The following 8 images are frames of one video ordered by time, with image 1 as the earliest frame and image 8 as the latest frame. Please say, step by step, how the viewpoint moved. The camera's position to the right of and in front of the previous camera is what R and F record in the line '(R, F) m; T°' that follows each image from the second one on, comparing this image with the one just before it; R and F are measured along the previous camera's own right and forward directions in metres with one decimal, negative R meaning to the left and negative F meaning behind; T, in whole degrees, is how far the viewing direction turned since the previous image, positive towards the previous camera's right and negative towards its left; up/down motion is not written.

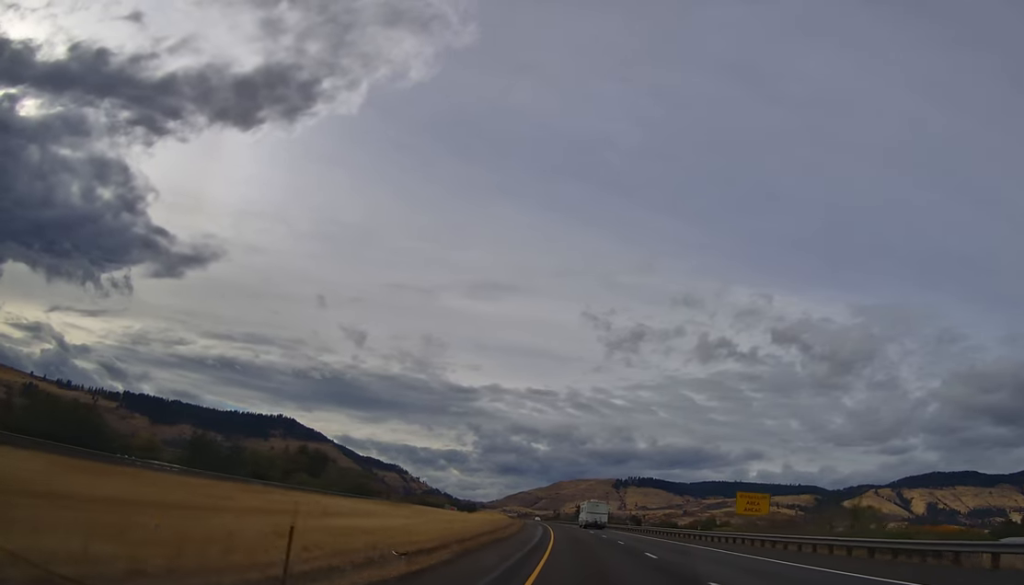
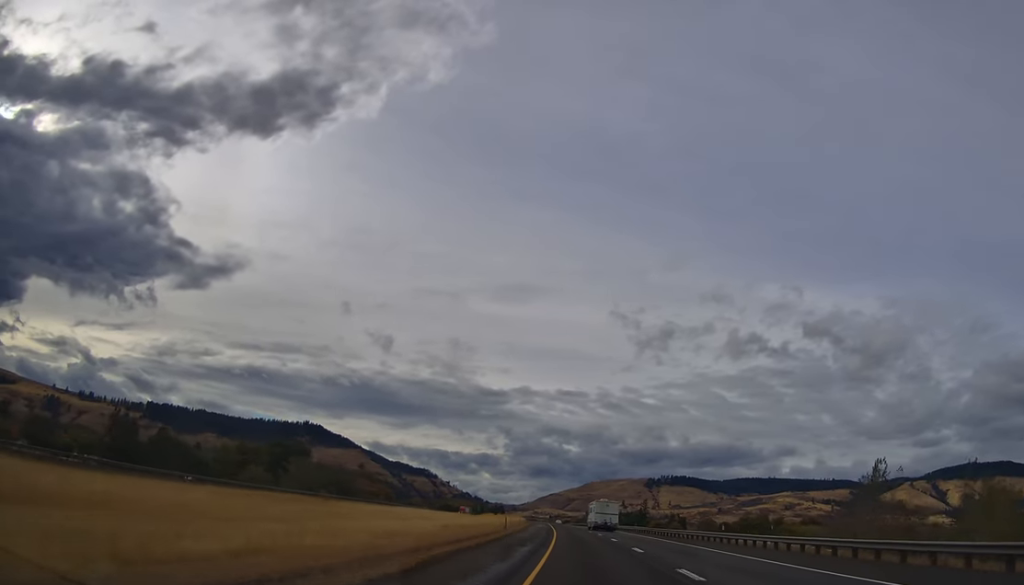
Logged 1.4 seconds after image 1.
(-1.0, +44.3) m; -3°
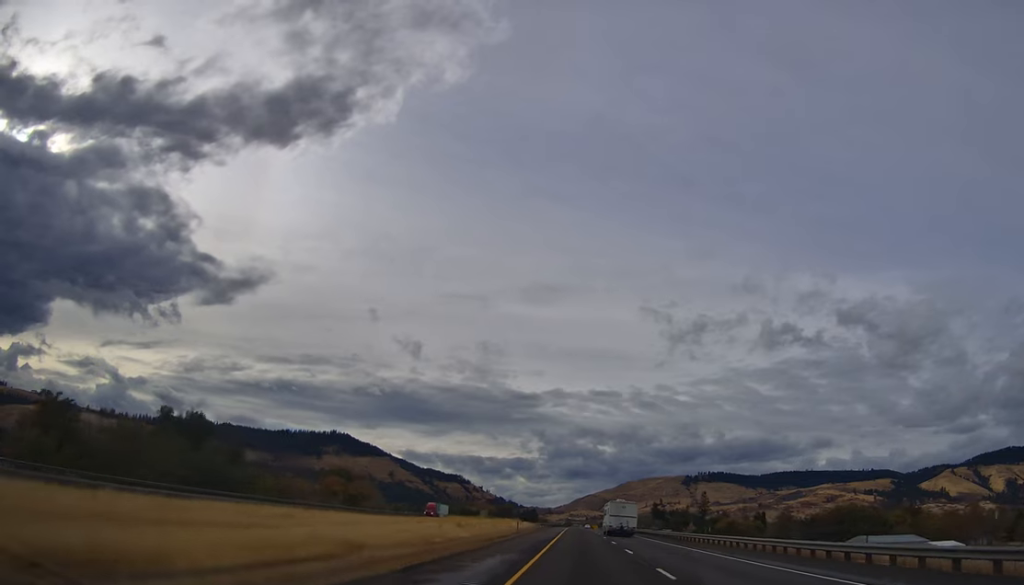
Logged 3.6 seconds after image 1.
(-2.3, +71.5) m; -4°
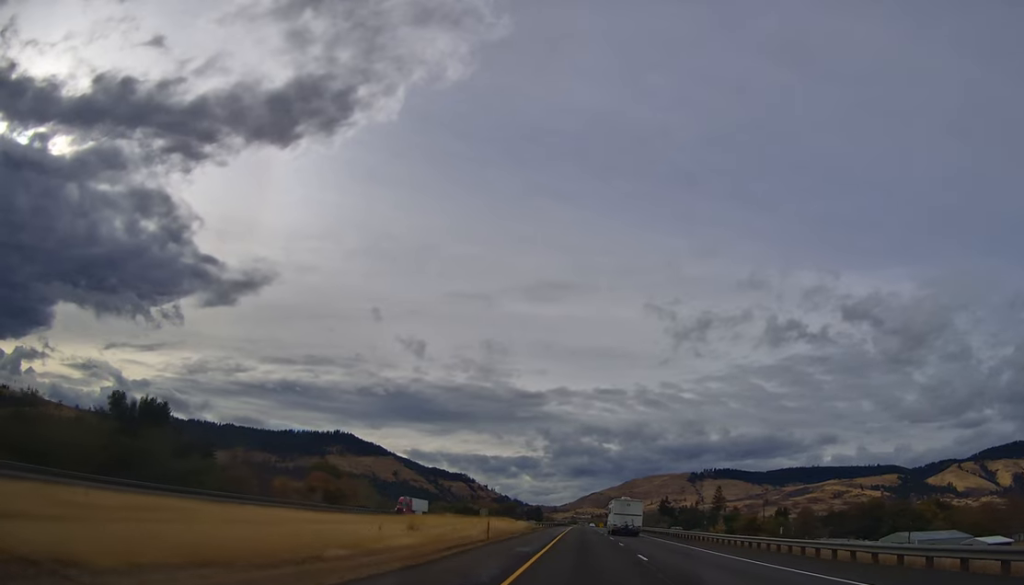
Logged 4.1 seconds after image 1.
(-0.1, +17.5) m; -1°
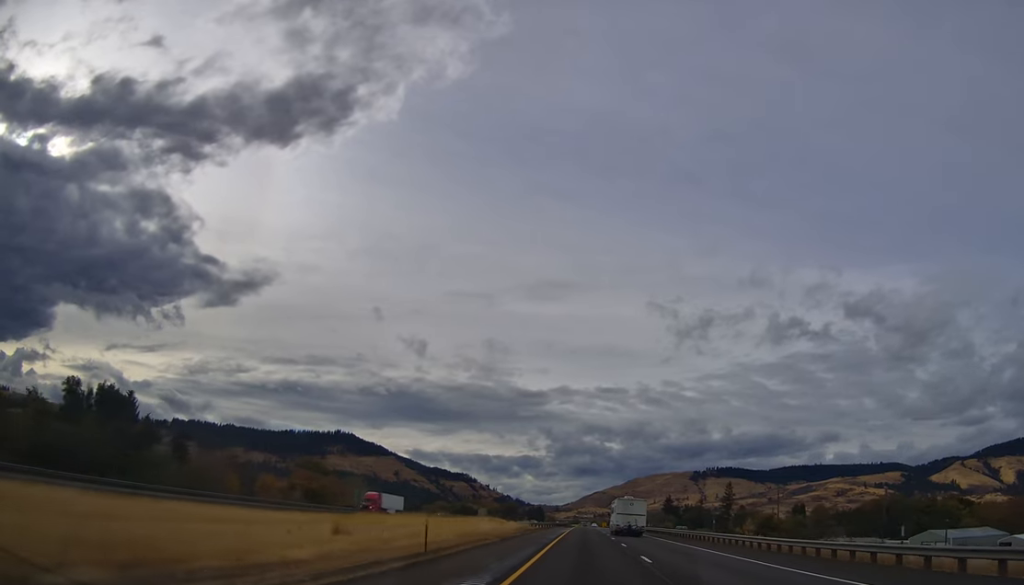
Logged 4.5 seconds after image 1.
(-0.4, +13.2) m; 0°
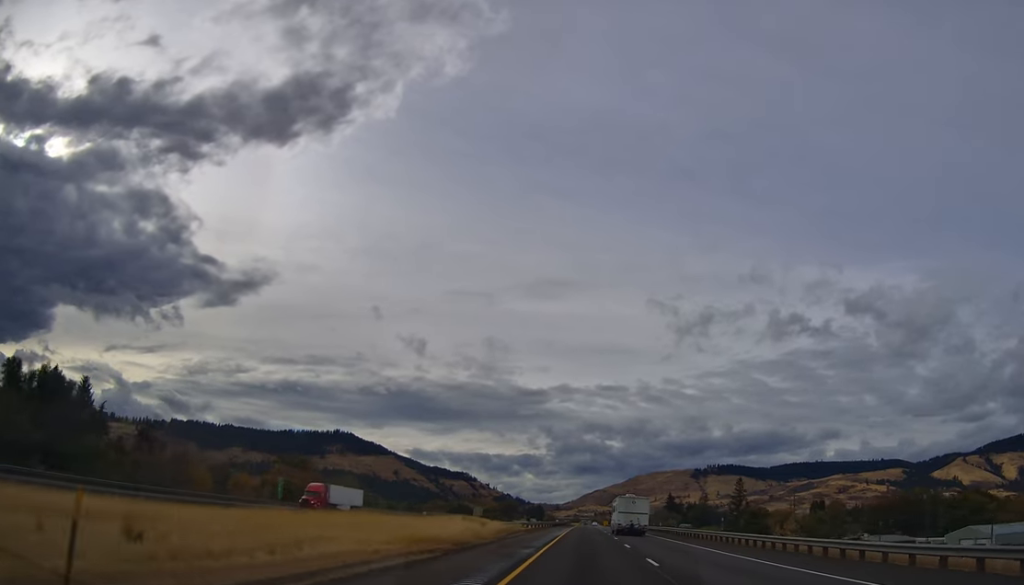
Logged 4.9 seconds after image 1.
(-0.3, +14.3) m; 0°
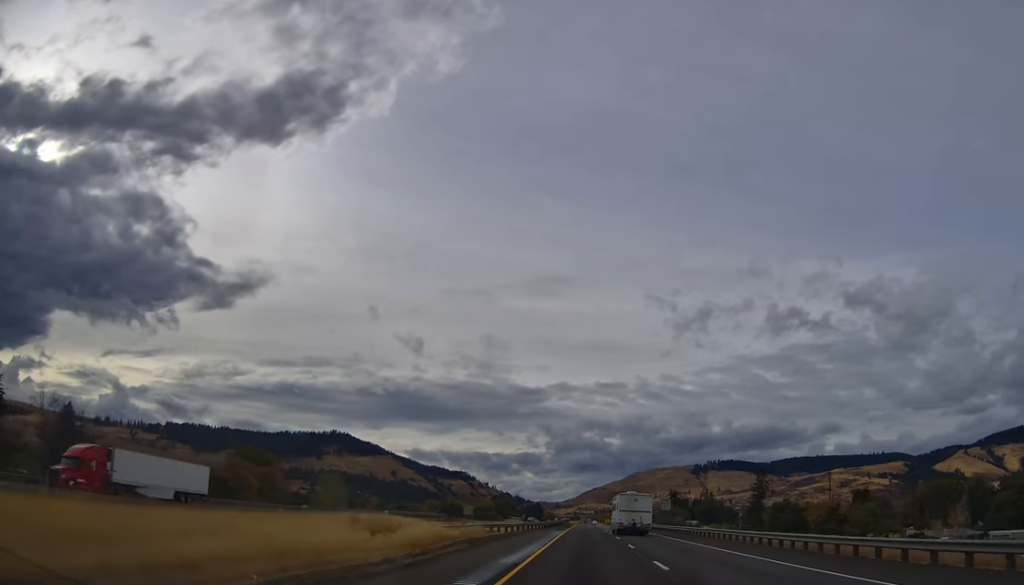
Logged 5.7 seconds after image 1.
(+0.3, +26.5) m; +1°
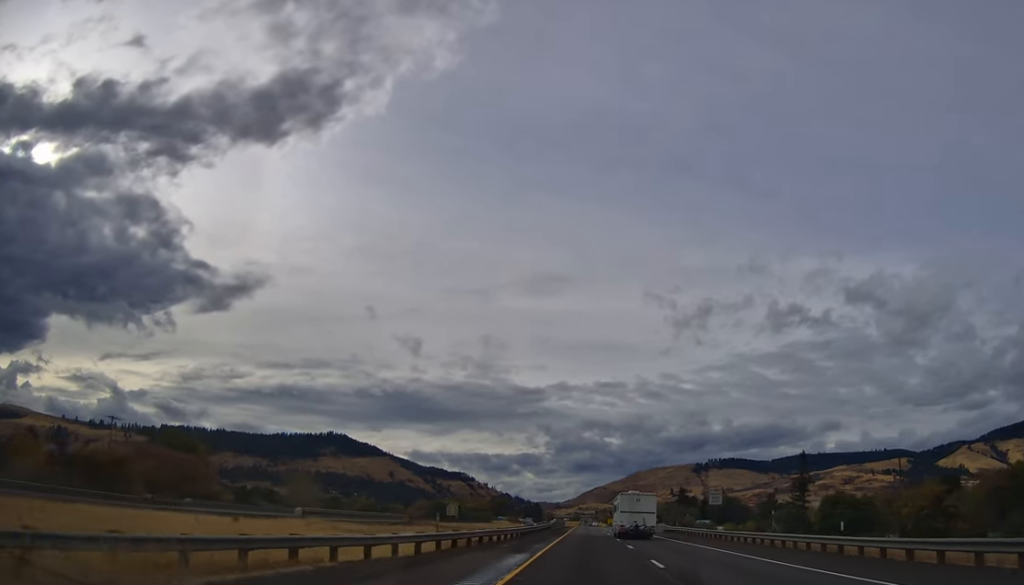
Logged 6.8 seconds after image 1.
(+0.2, +35.2) m; 0°
